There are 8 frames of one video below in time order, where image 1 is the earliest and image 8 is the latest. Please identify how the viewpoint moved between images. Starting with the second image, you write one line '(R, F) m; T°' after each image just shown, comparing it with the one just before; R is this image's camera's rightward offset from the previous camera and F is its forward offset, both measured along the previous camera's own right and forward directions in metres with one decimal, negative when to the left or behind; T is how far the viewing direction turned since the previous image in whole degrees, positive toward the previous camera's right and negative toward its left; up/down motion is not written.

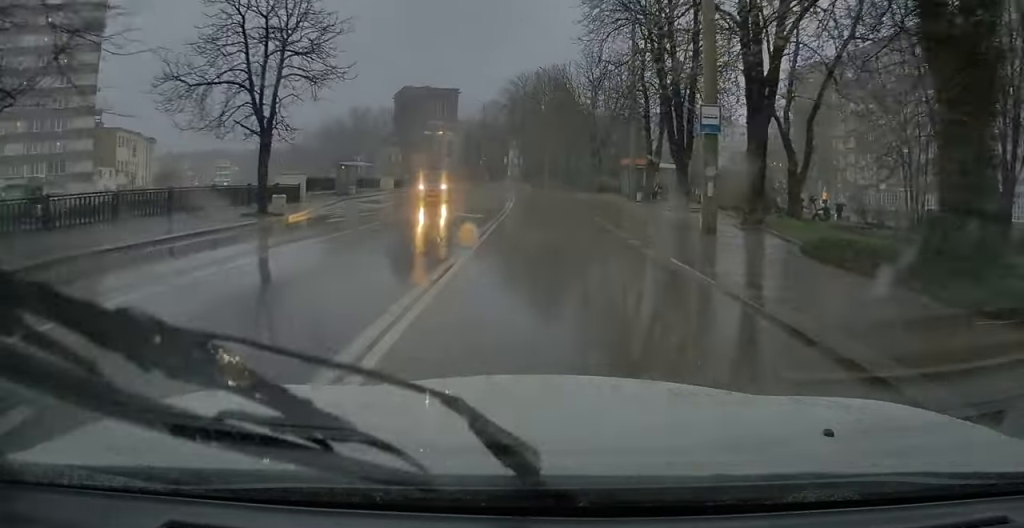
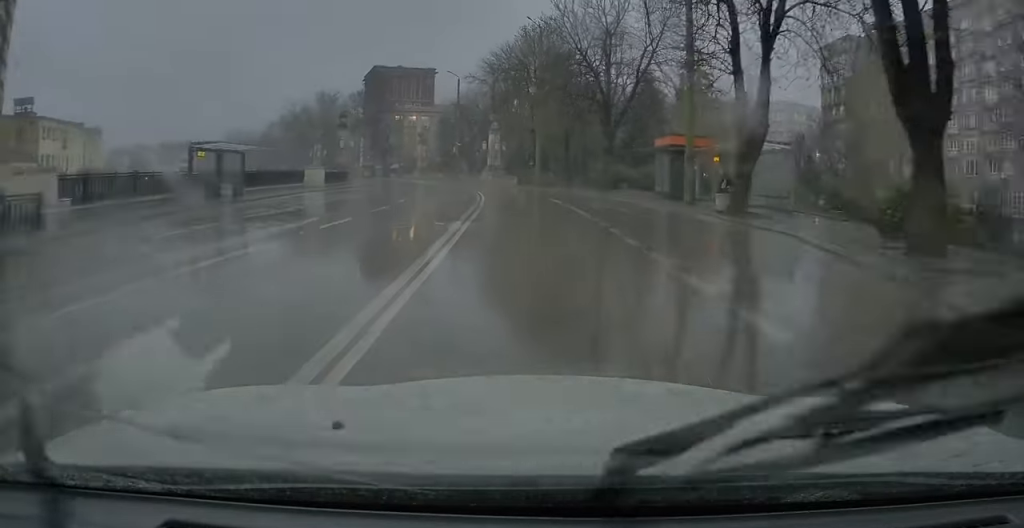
(0.0, +15.3) m; +1°
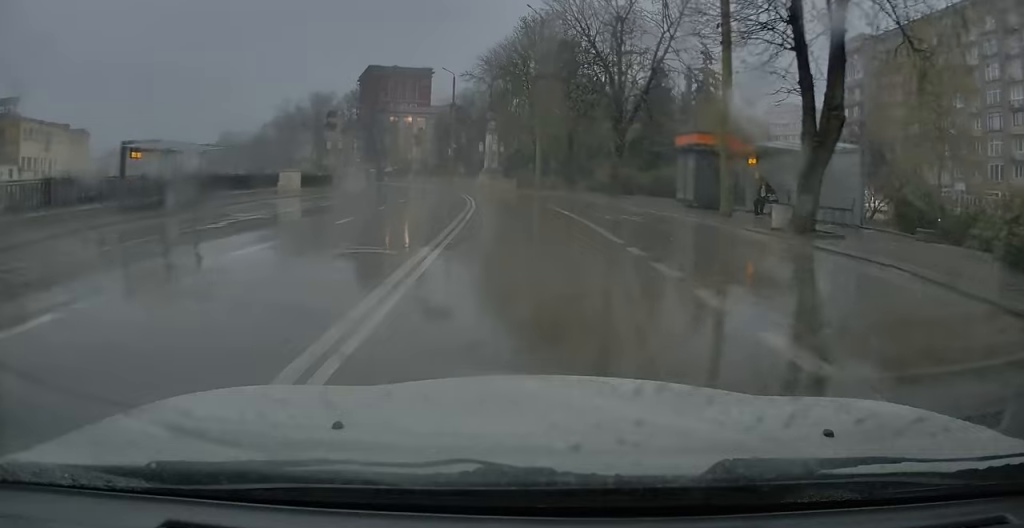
(-0.1, +4.5) m; +1°
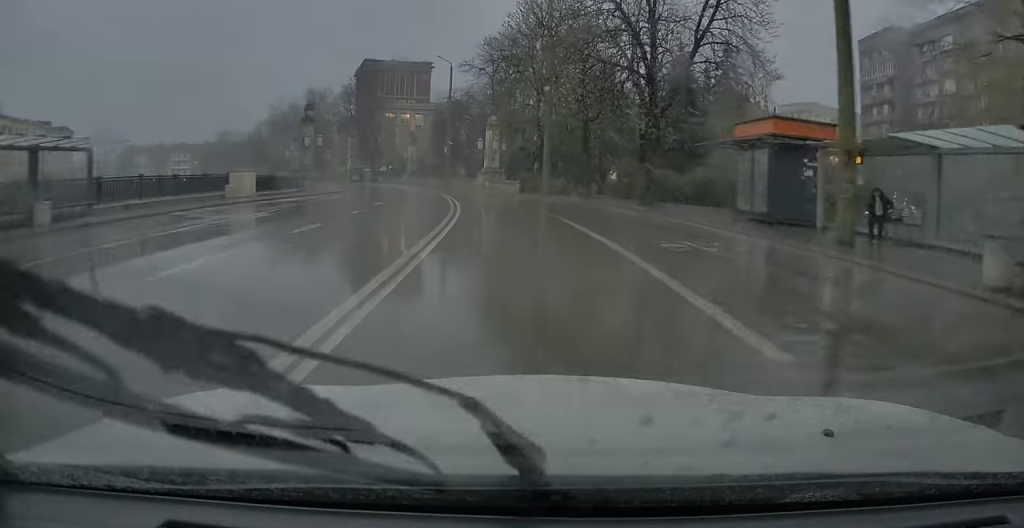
(+0.2, +7.4) m; 0°
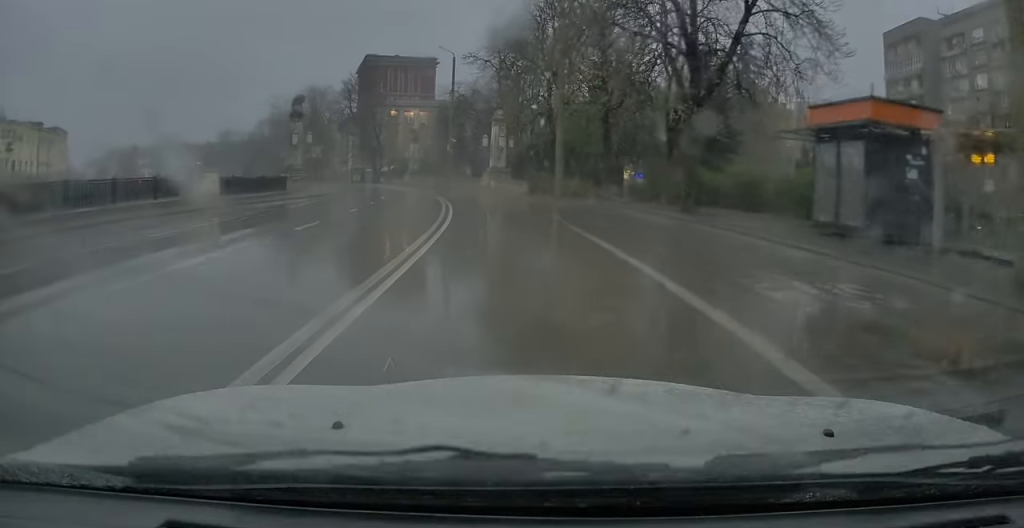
(+0.1, +5.0) m; 0°
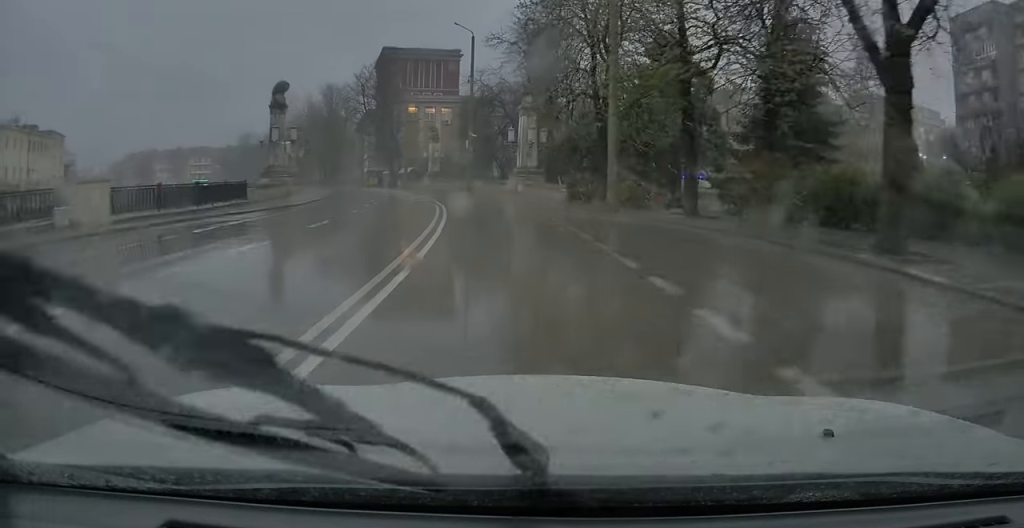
(-0.2, +9.8) m; -2°
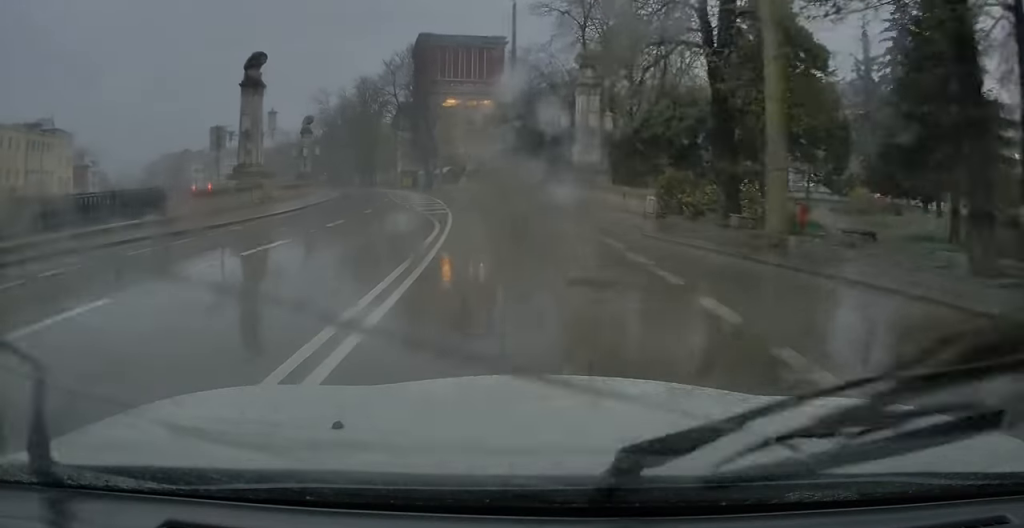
(-0.2, +11.1) m; -4°
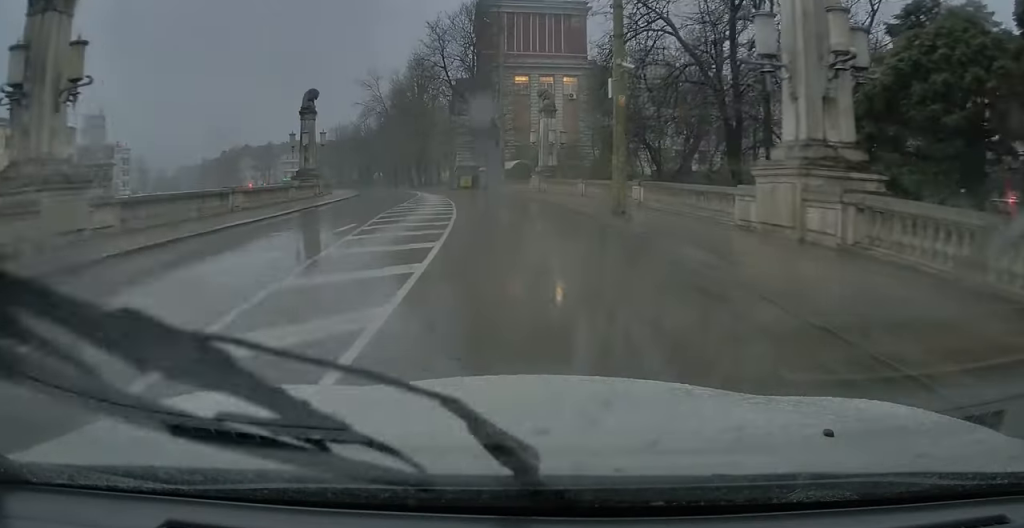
(-1.7, +19.9) m; -8°
